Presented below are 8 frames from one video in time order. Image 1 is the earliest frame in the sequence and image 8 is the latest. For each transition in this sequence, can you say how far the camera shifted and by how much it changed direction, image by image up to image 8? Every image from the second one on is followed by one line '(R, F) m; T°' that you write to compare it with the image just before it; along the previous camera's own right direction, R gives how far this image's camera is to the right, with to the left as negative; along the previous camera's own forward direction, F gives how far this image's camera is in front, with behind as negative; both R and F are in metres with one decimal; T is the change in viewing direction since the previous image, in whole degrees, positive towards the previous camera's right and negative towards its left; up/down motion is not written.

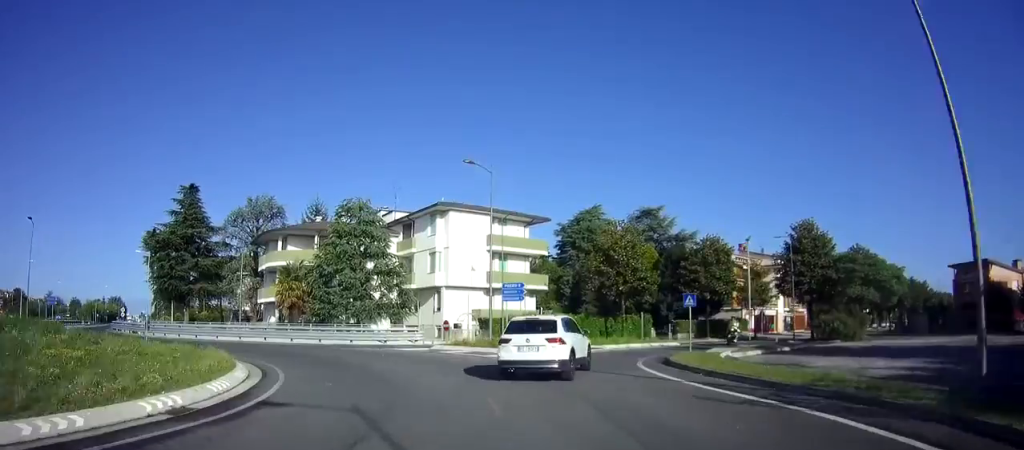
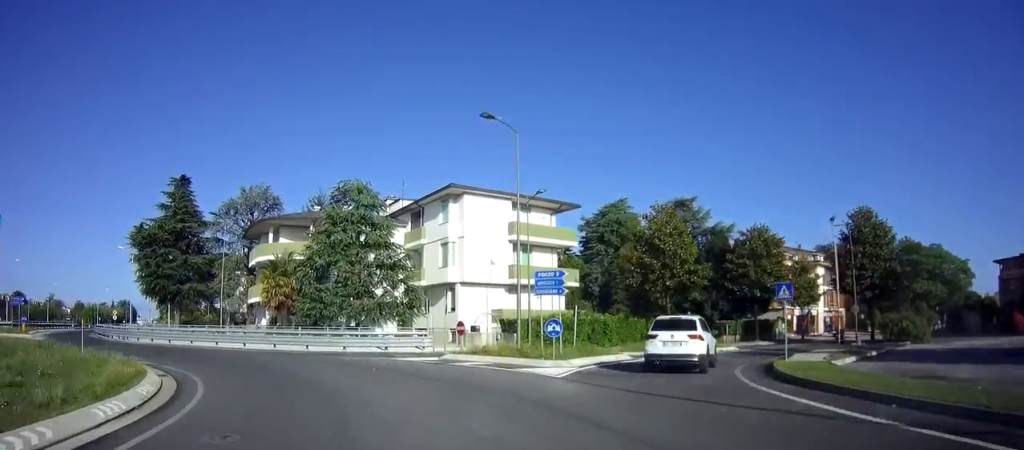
(+0.8, +5.8) m; +1°
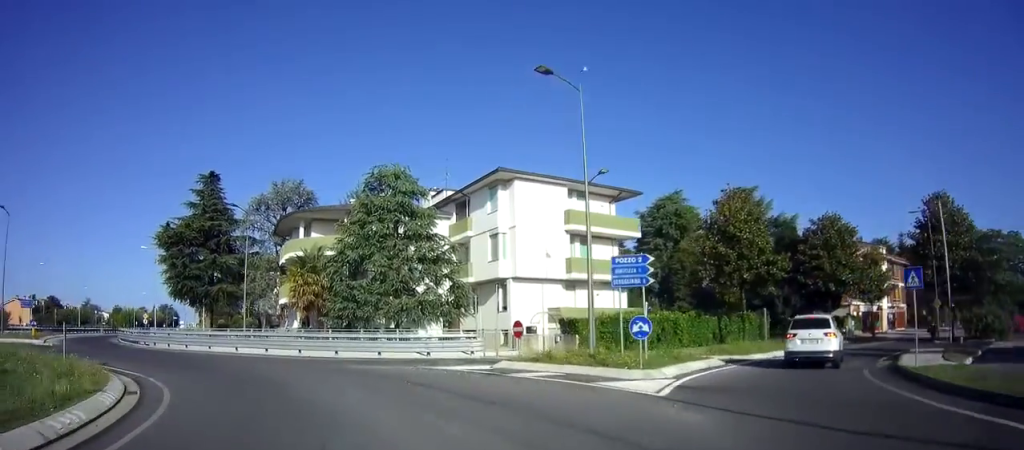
(-0.4, +4.0) m; -6°
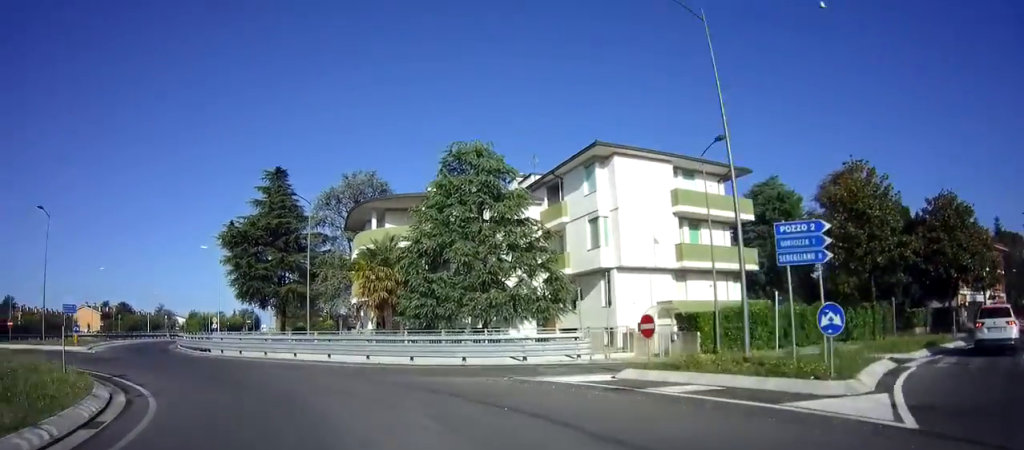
(-0.2, +4.4) m; -8°
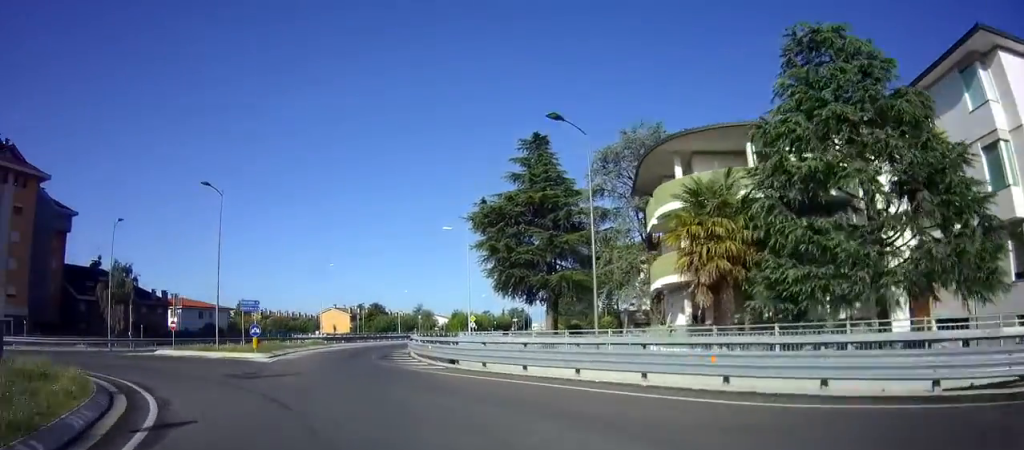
(-2.1, +10.6) m; -25°
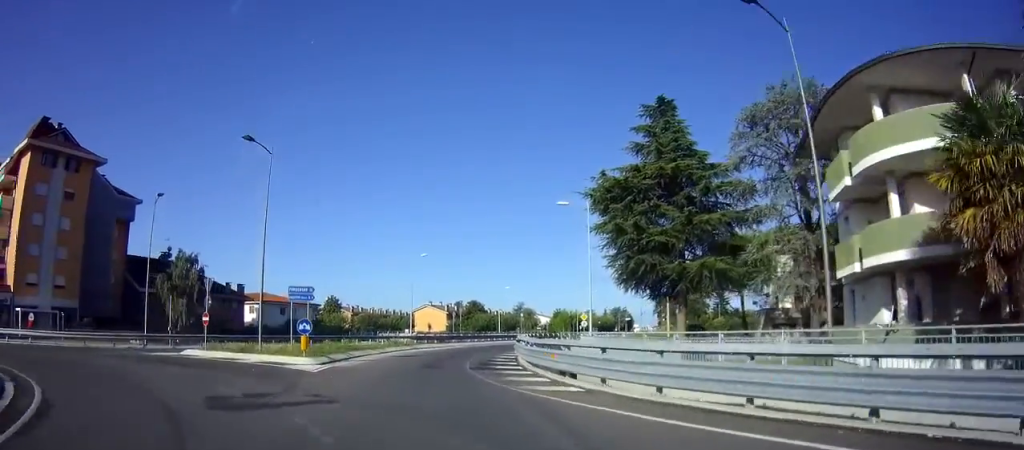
(-1.0, +7.3) m; -11°
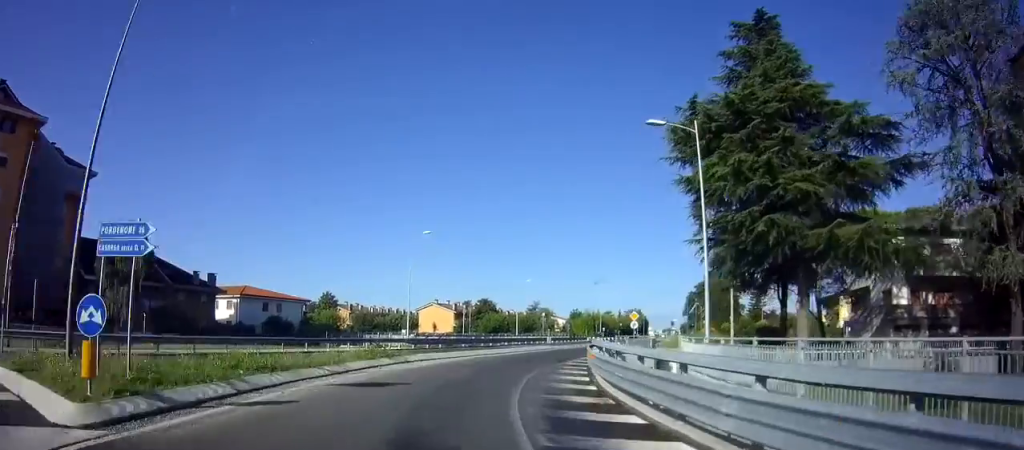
(-1.0, +12.8) m; -2°
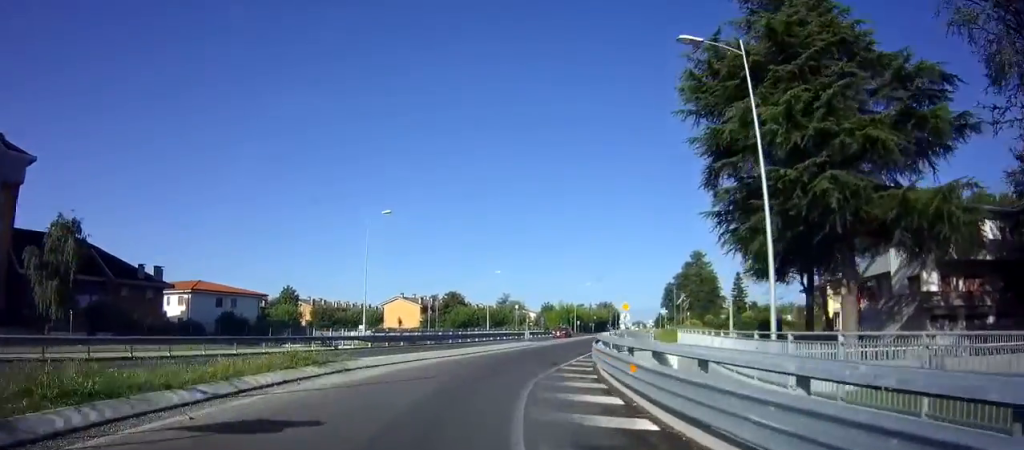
(0.0, +5.9) m; +2°
